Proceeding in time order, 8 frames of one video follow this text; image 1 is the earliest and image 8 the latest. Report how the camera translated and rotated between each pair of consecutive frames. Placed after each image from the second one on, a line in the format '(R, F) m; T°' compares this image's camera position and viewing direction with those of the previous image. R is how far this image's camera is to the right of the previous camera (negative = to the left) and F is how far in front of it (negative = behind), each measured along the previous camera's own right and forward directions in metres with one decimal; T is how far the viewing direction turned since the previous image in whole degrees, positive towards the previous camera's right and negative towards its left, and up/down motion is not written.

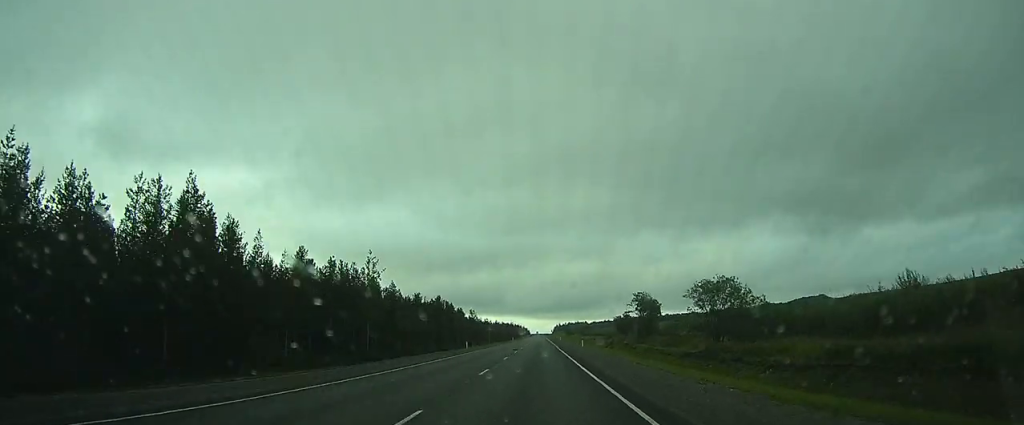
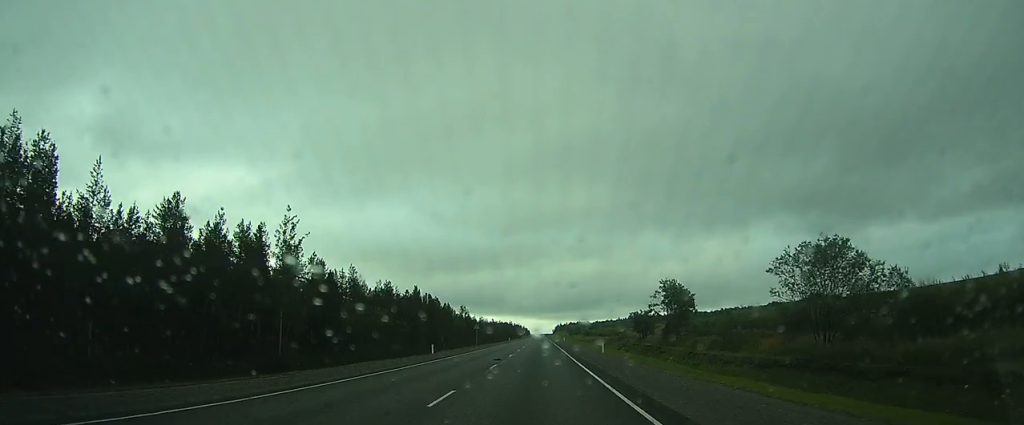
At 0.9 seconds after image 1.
(0.0, +20.5) m; 0°
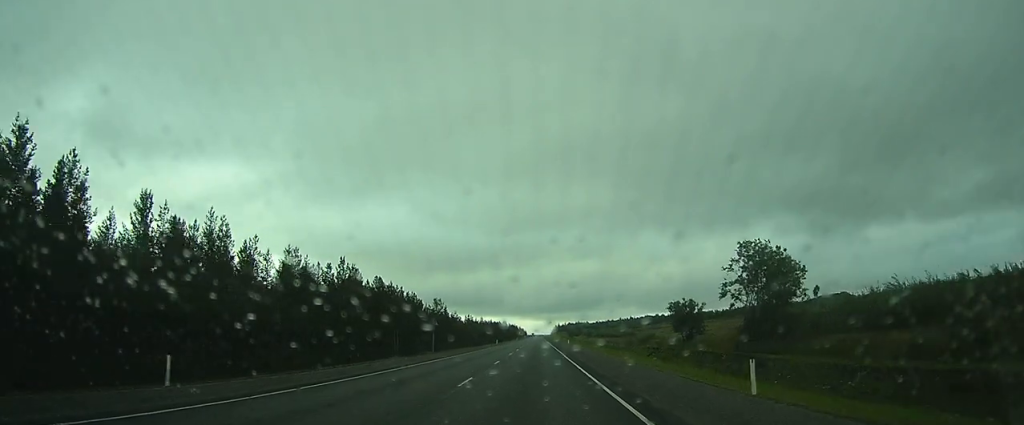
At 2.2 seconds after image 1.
(0.0, +31.6) m; 0°
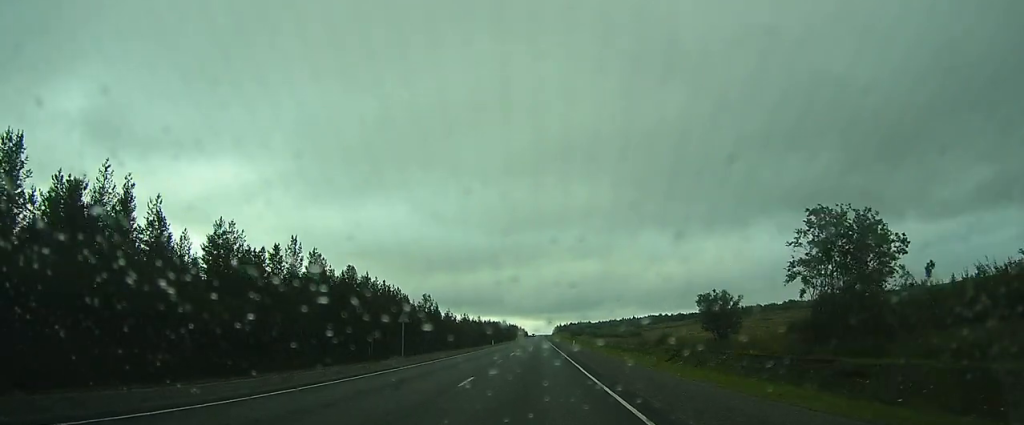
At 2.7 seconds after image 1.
(0.0, +11.9) m; 0°
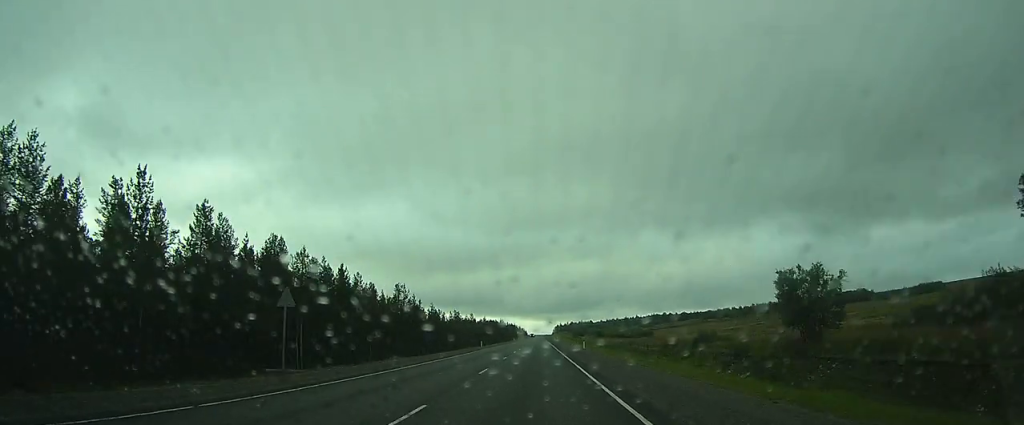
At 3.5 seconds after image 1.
(0.0, +19.1) m; 0°
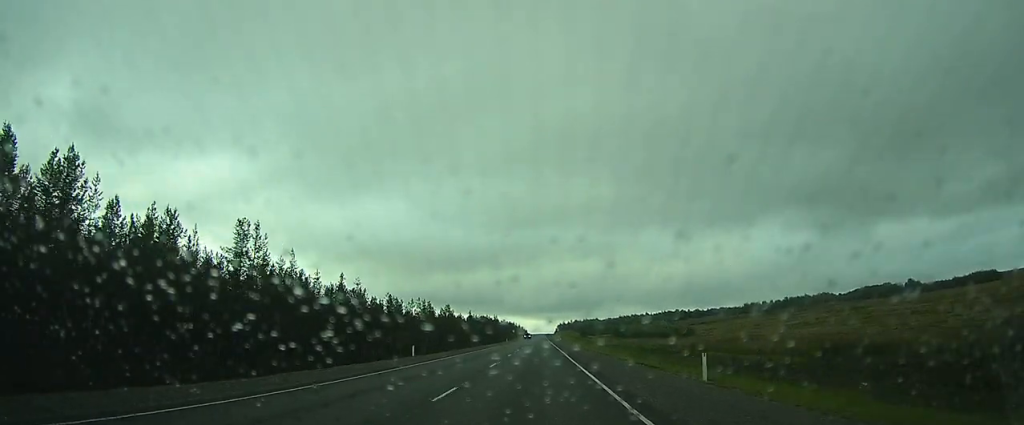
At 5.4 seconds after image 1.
(-0.2, +44.5) m; 0°
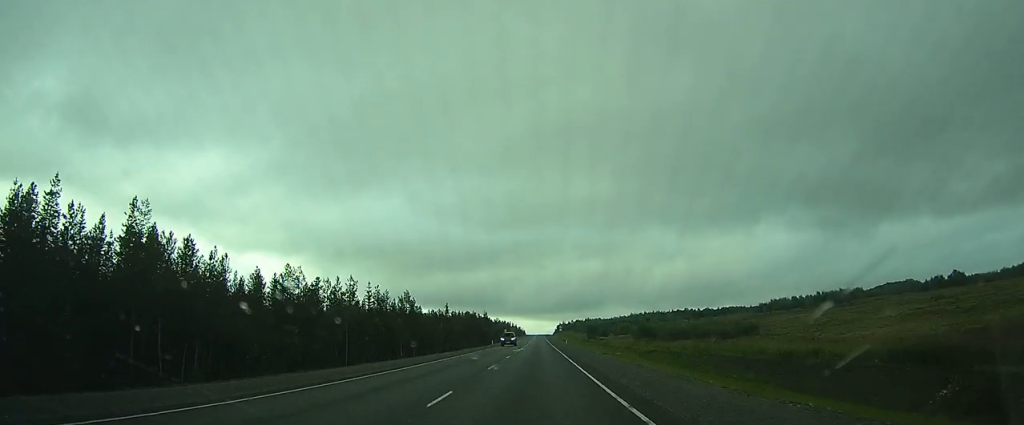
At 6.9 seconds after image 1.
(0.0, +36.3) m; 0°
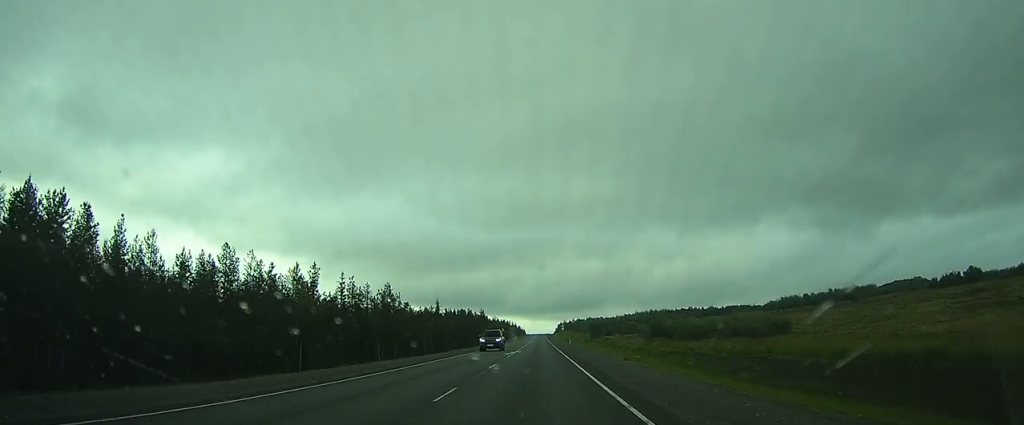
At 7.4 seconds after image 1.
(0.0, +11.0) m; 0°
